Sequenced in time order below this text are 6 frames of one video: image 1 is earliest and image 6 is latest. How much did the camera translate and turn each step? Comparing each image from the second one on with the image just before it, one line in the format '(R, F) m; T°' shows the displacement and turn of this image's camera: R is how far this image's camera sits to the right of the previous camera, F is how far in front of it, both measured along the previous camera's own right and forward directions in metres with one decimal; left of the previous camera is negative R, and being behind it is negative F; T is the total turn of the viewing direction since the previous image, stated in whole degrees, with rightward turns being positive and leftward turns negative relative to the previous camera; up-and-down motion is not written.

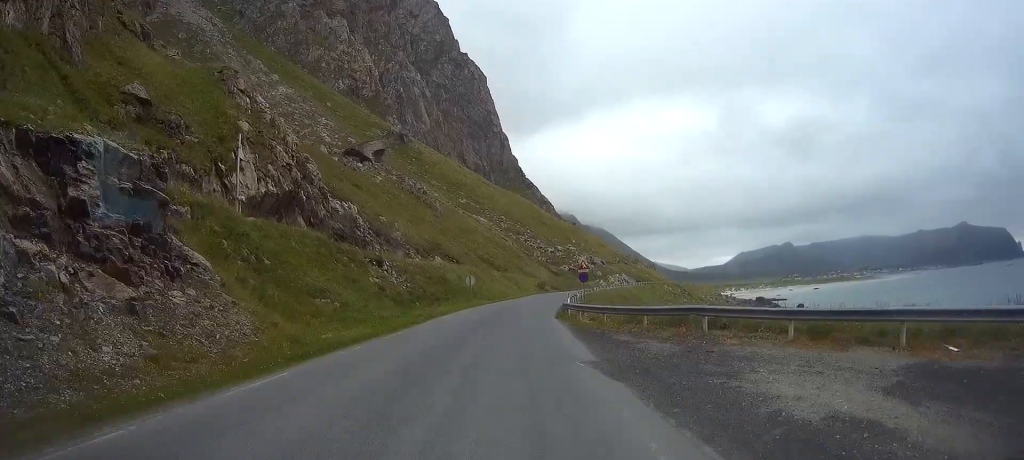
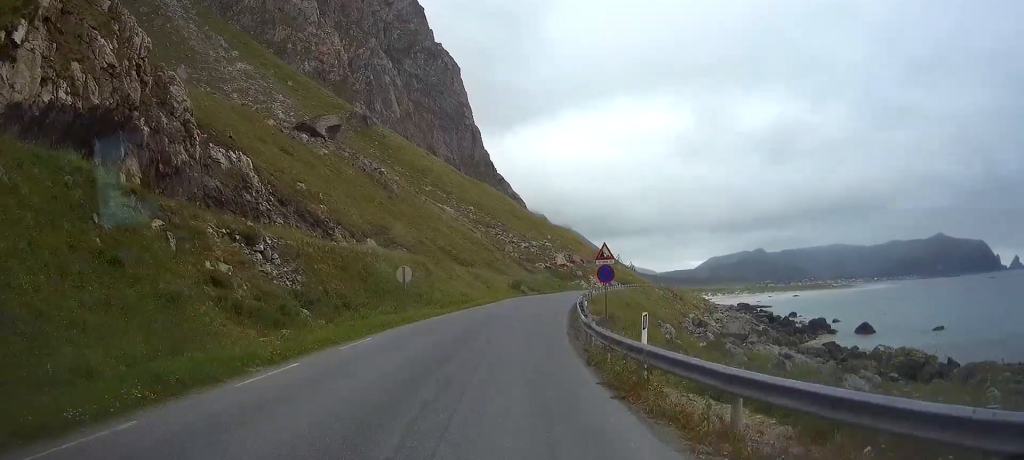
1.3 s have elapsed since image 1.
(0.0, +23.3) m; +1°
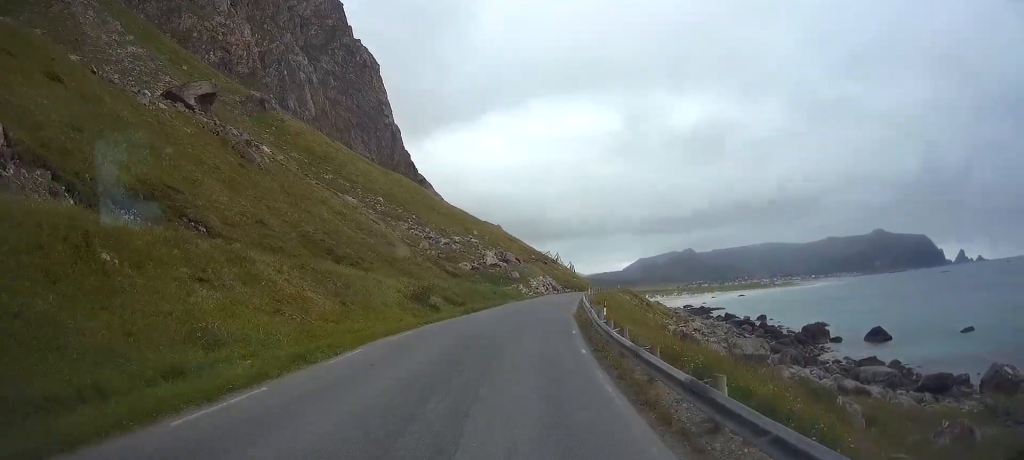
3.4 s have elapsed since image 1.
(+1.8, +36.3) m; +6°
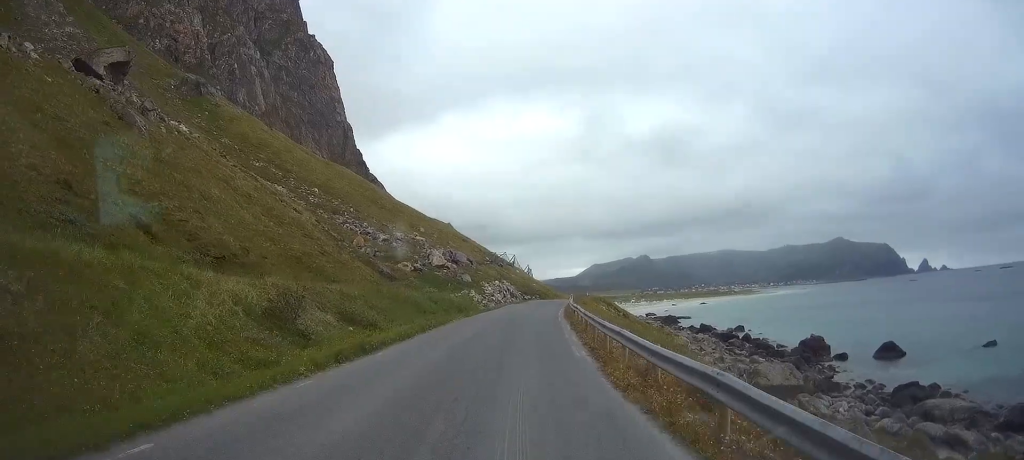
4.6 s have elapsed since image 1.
(+0.5, +20.1) m; +4°
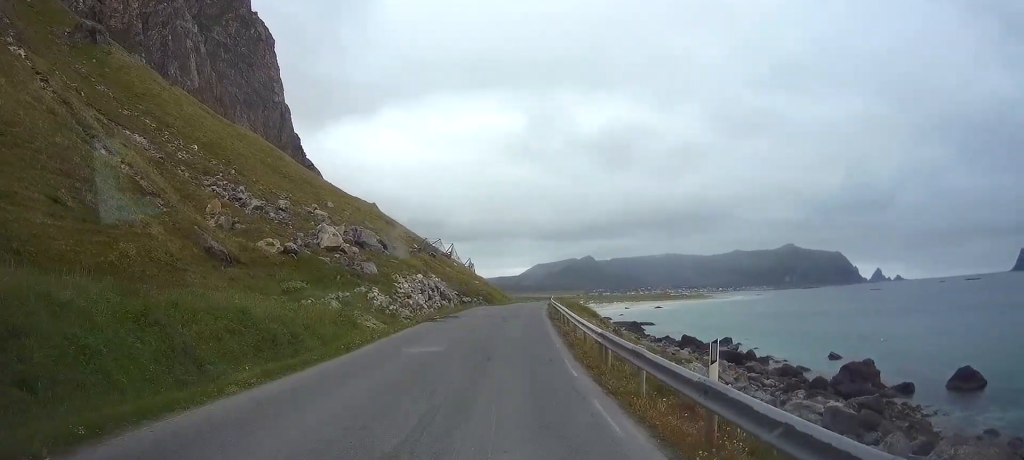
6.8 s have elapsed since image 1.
(+2.1, +36.7) m; +6°
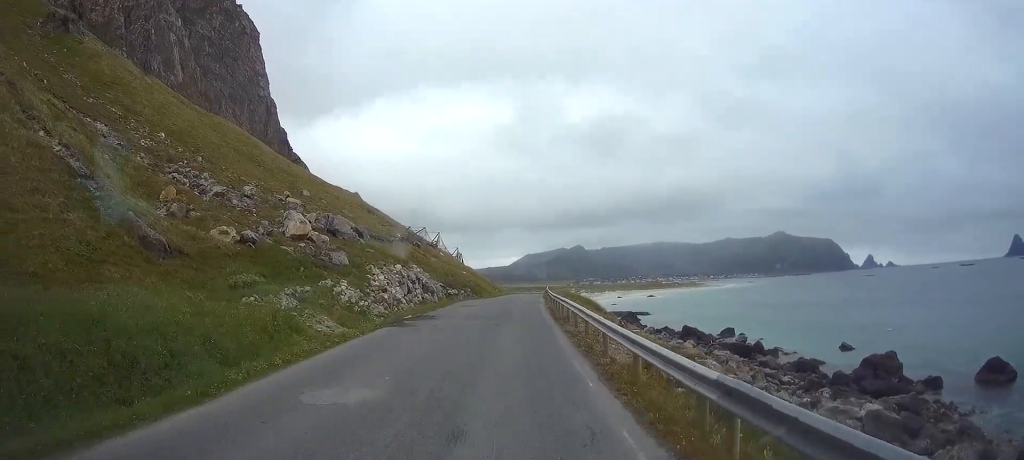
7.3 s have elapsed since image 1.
(+0.2, +8.4) m; +1°
